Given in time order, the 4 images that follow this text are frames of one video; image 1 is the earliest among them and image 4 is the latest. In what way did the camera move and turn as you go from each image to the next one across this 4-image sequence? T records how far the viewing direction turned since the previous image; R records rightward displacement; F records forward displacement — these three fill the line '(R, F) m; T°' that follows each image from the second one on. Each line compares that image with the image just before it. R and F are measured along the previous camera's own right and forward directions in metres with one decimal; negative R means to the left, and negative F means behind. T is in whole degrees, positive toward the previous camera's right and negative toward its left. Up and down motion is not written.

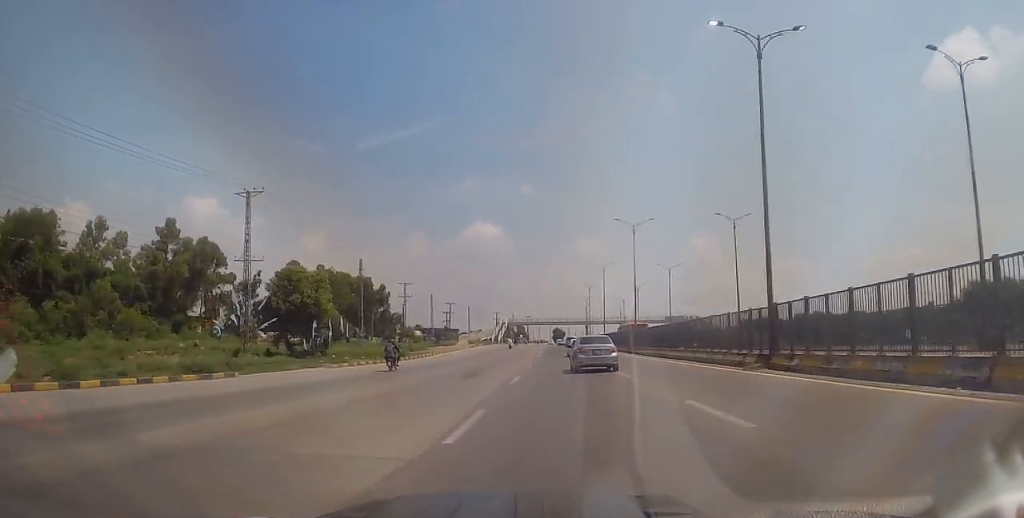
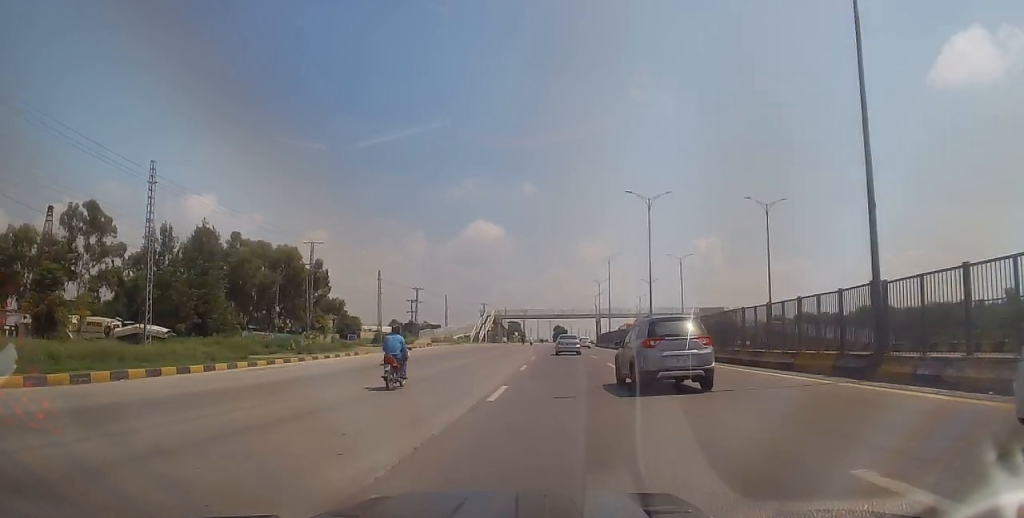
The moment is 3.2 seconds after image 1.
(-0.3, +43.8) m; 0°
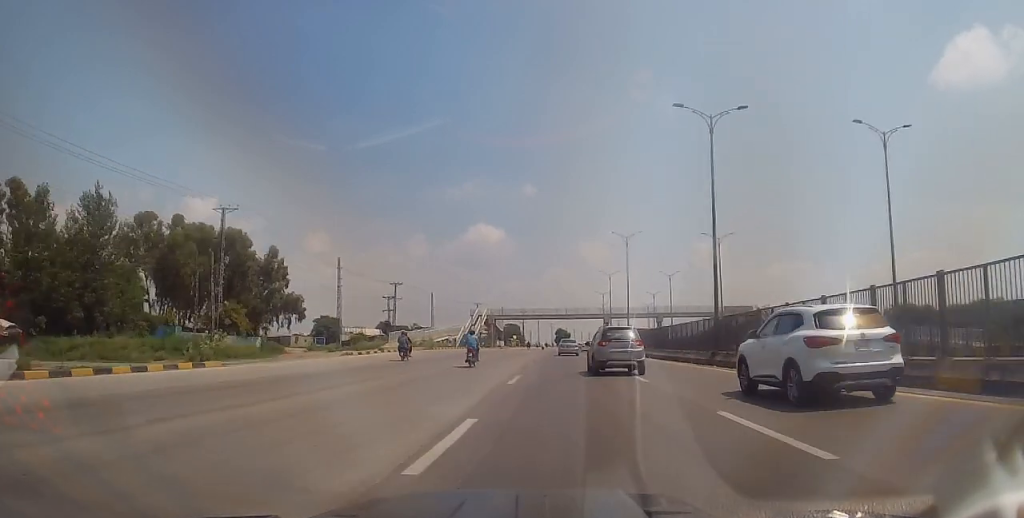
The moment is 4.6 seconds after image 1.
(0.0, +19.3) m; -2°
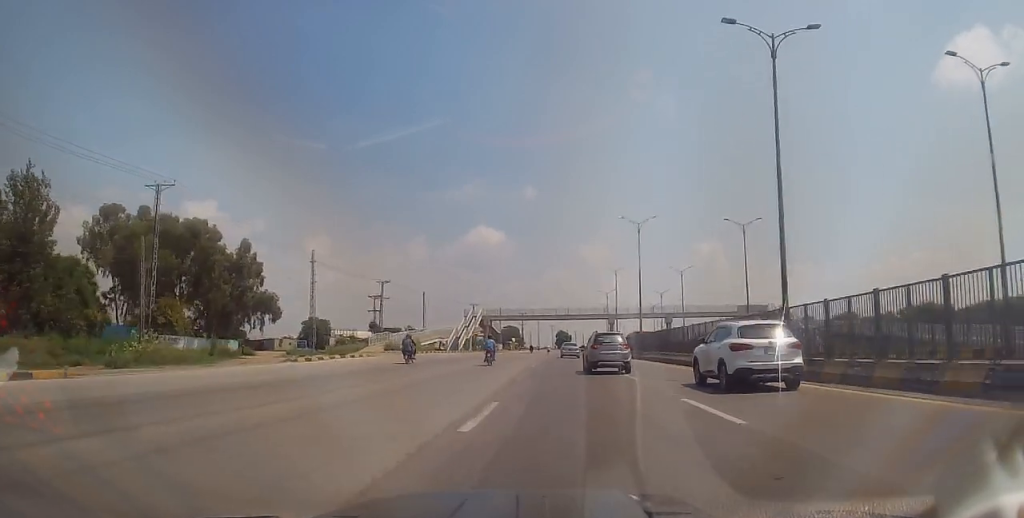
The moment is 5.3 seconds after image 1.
(-0.3, +8.9) m; 0°
